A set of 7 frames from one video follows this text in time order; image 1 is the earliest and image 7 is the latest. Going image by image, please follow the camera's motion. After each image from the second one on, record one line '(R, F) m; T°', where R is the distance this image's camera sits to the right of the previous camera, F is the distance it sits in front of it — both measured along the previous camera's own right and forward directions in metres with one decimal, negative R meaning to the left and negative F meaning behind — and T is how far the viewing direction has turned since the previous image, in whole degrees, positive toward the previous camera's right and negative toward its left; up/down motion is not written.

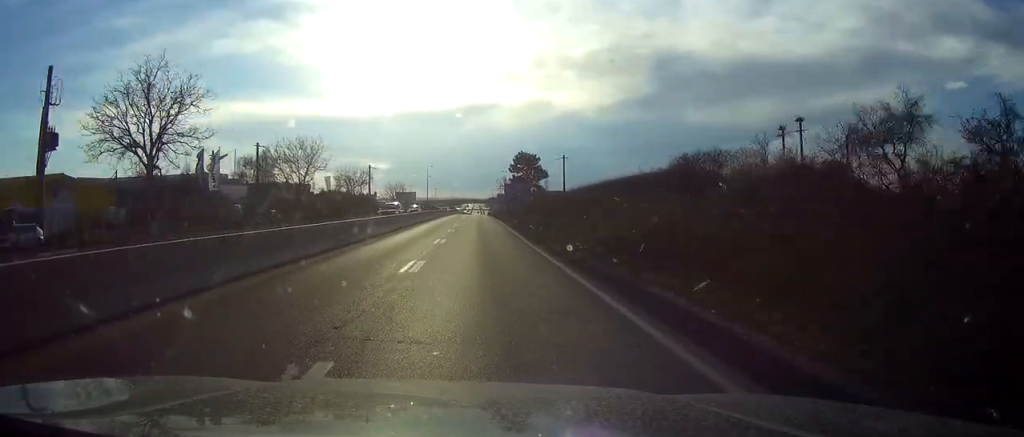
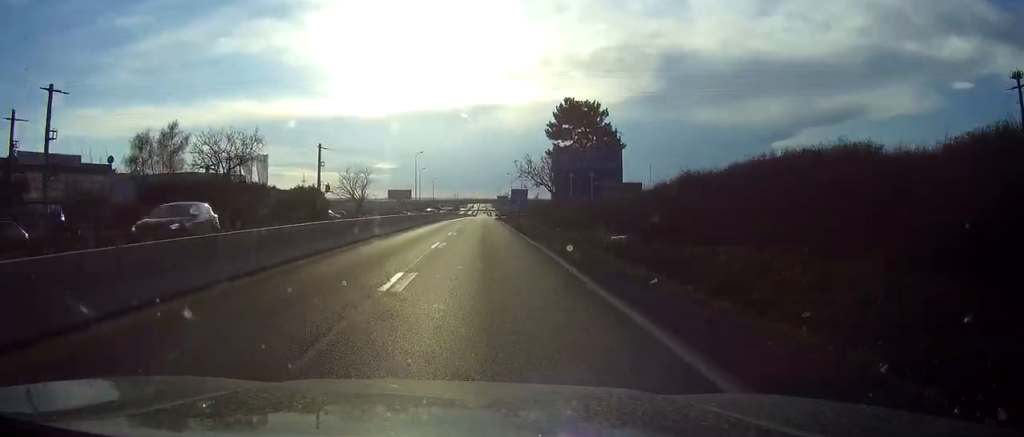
(-0.3, +49.9) m; 0°
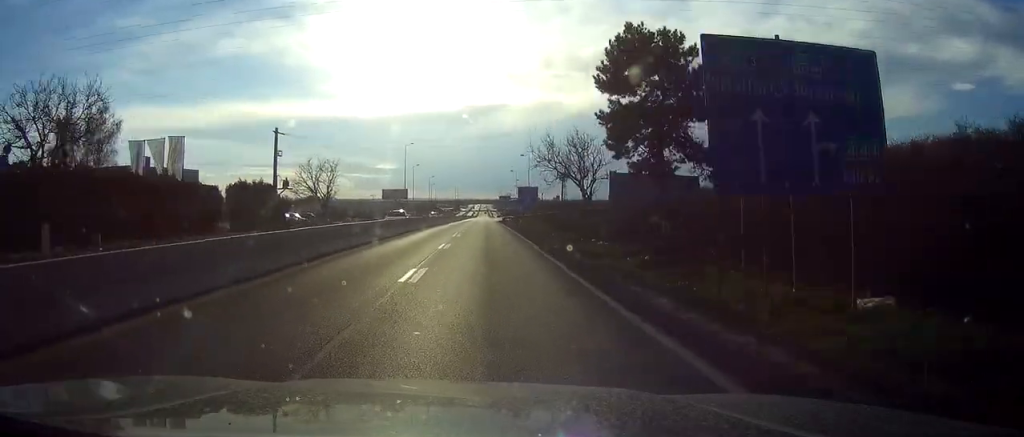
(0.0, +21.3) m; 0°
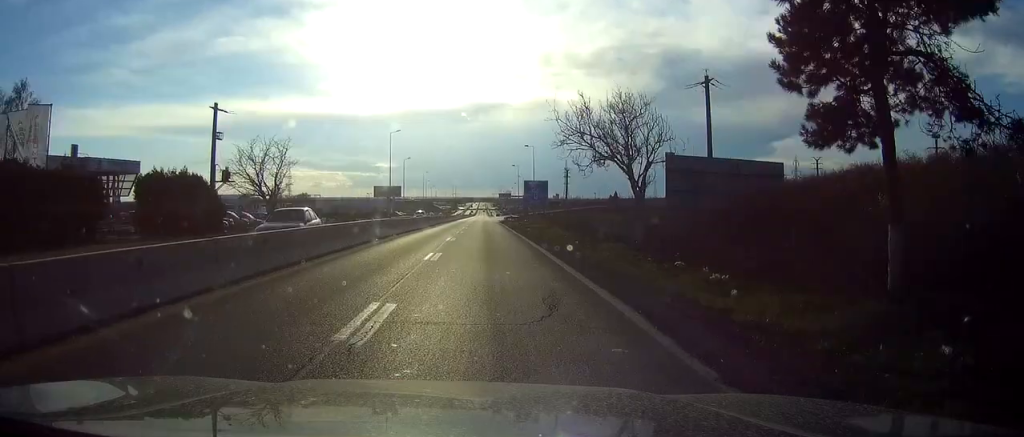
(0.0, +17.7) m; 0°
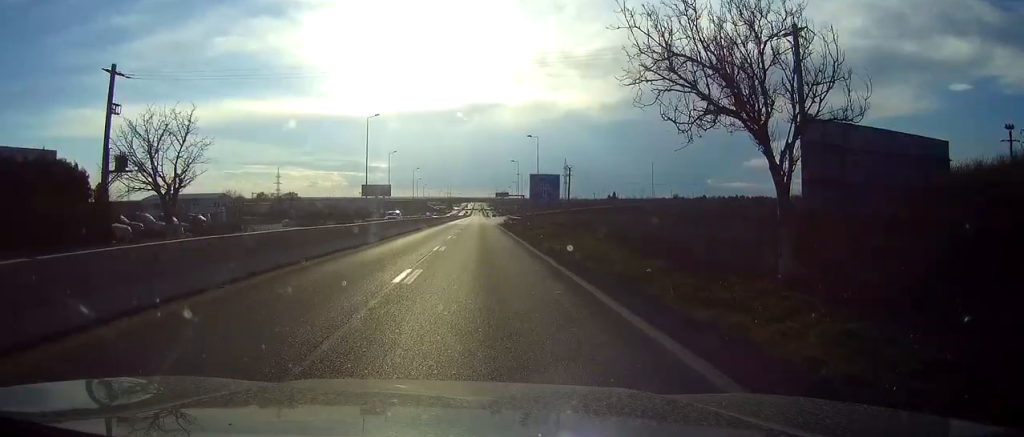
(0.0, +17.7) m; 0°
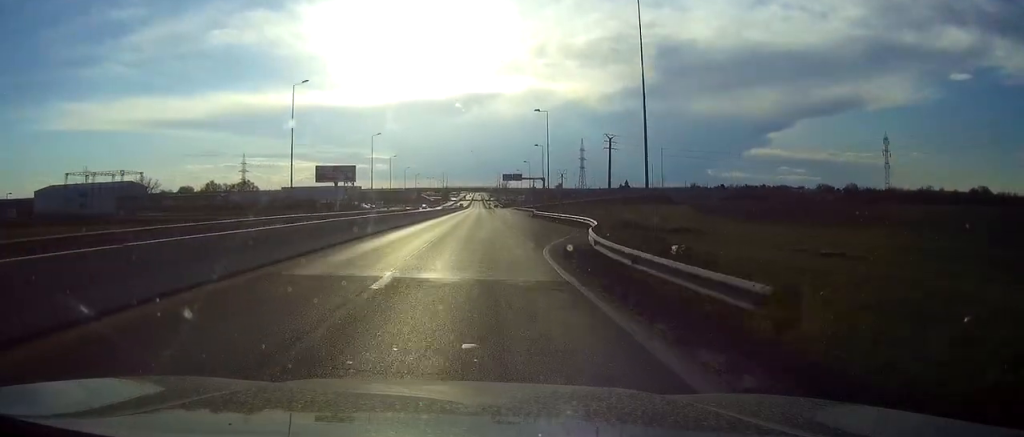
(+0.2, +69.9) m; 0°
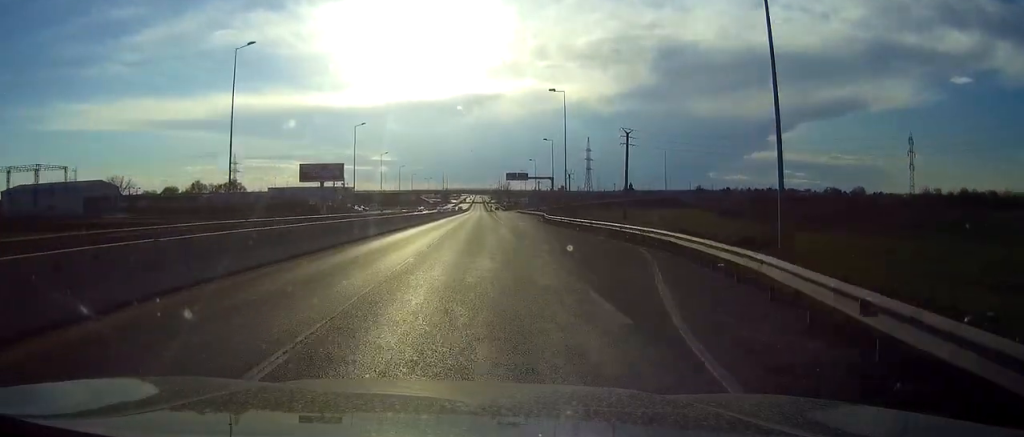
(0.0, +16.9) m; 0°
